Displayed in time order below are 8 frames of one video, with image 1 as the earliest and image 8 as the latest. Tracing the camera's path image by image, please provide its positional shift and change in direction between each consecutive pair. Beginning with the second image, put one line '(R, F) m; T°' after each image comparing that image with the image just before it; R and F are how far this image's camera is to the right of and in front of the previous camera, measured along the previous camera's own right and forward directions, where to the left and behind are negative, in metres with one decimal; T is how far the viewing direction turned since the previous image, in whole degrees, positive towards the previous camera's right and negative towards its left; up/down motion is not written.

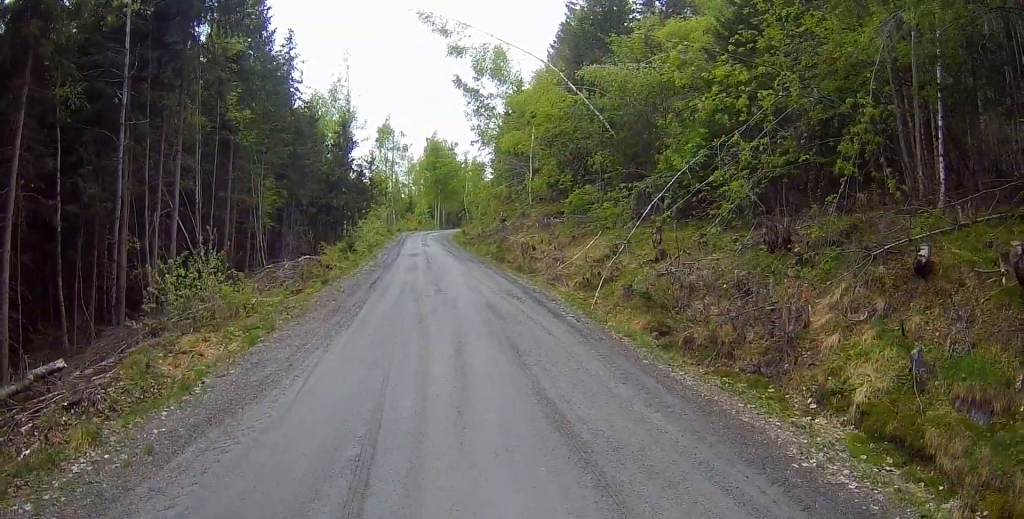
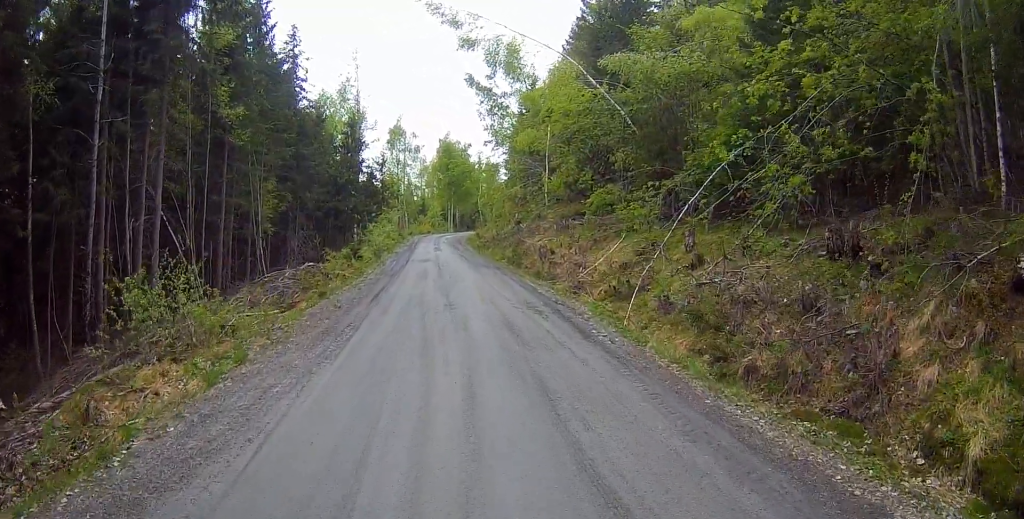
(-0.1, +1.8) m; 0°
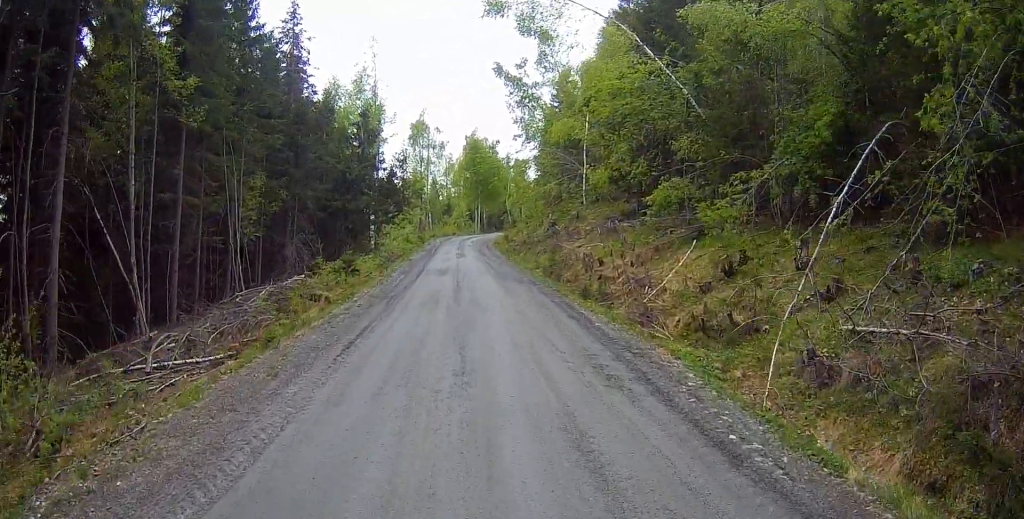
(+0.1, +5.2) m; -4°
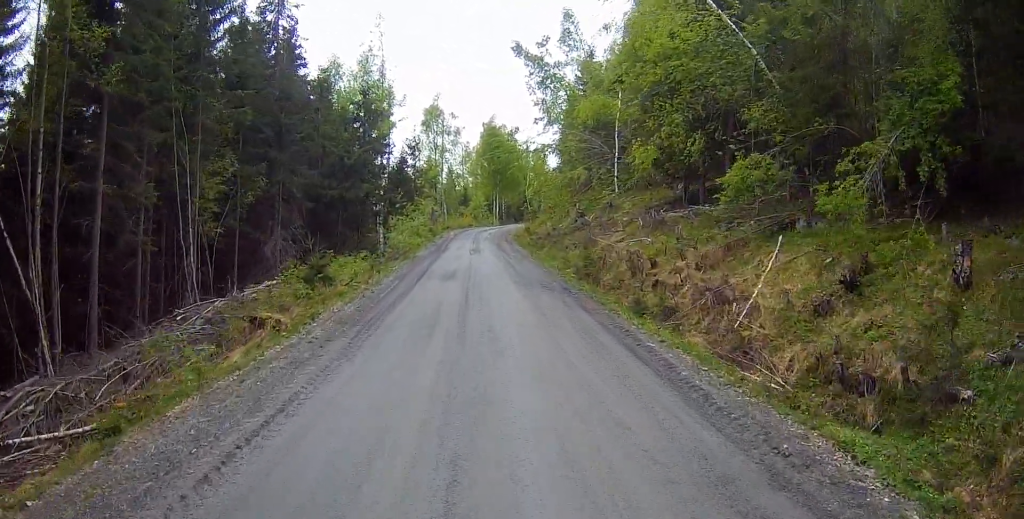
(-0.4, +4.6) m; -5°
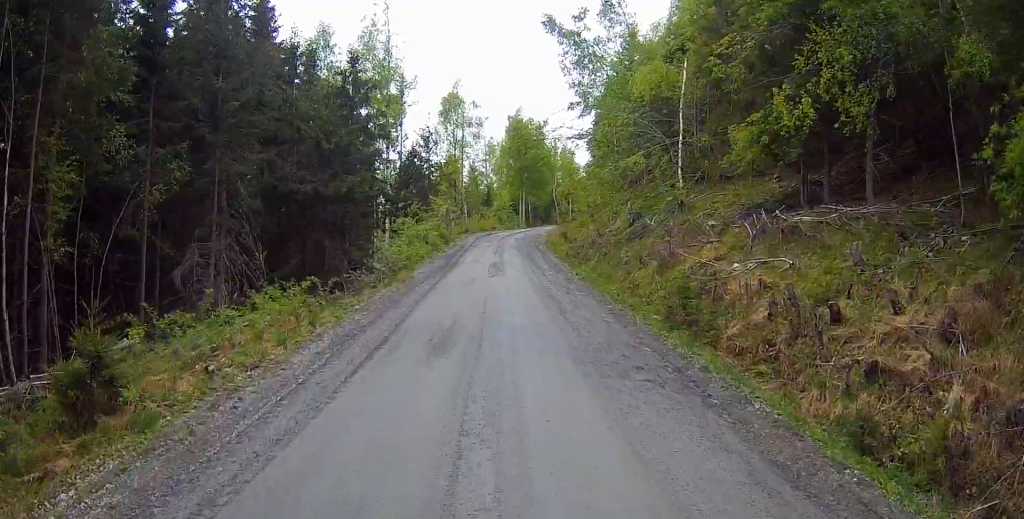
(-0.1, +8.8) m; -1°
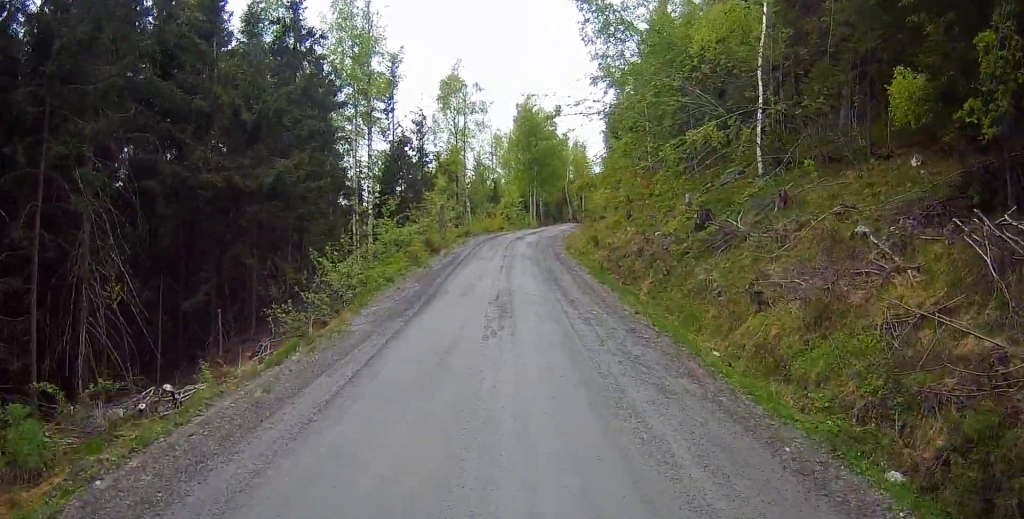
(+0.1, +9.0) m; -1°
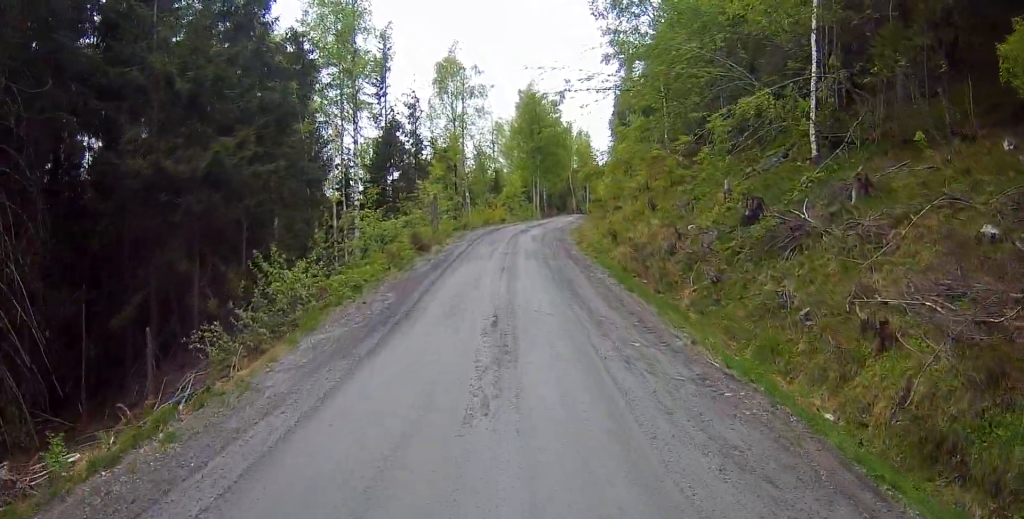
(0.0, +4.2) m; 0°
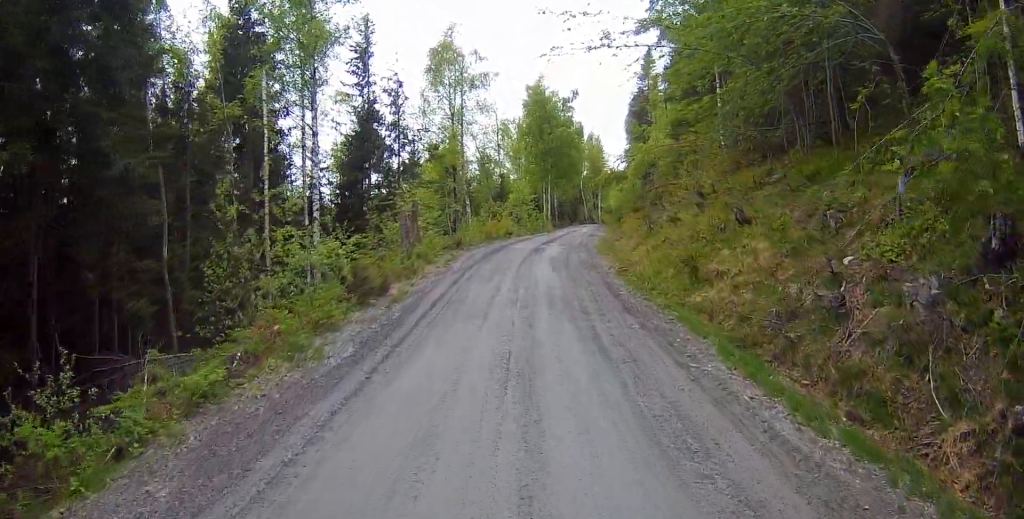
(0.0, +10.0) m; 0°
